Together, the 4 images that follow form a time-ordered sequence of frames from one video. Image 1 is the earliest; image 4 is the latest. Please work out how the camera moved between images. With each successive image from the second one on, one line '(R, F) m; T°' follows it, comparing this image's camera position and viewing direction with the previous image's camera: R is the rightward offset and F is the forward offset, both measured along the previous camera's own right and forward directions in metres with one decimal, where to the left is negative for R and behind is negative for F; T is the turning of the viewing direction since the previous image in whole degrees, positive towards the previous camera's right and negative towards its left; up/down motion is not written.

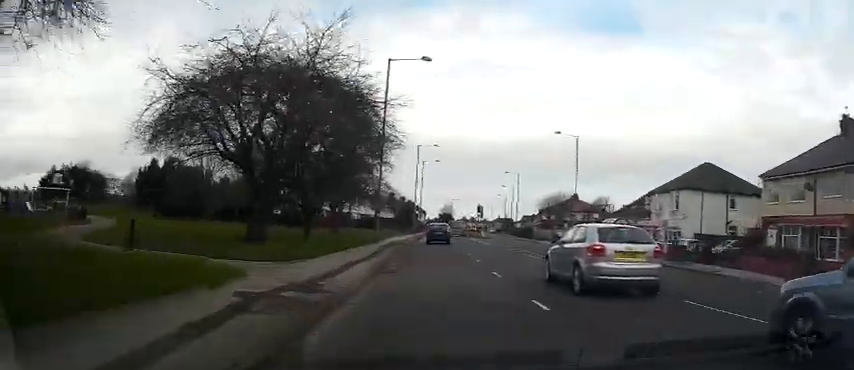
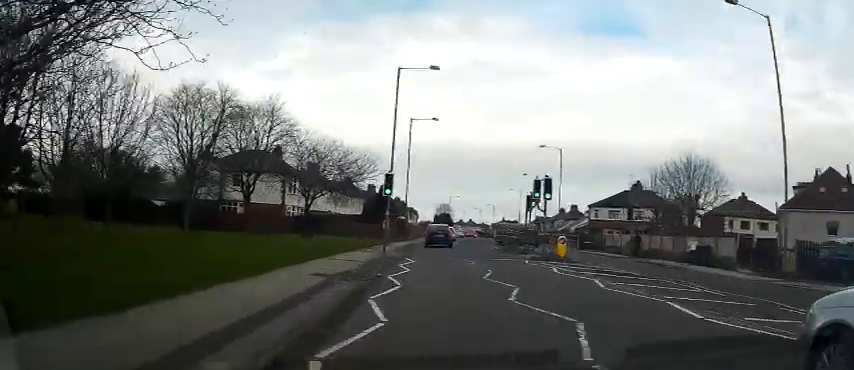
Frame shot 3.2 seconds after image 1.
(+0.2, +36.9) m; -1°
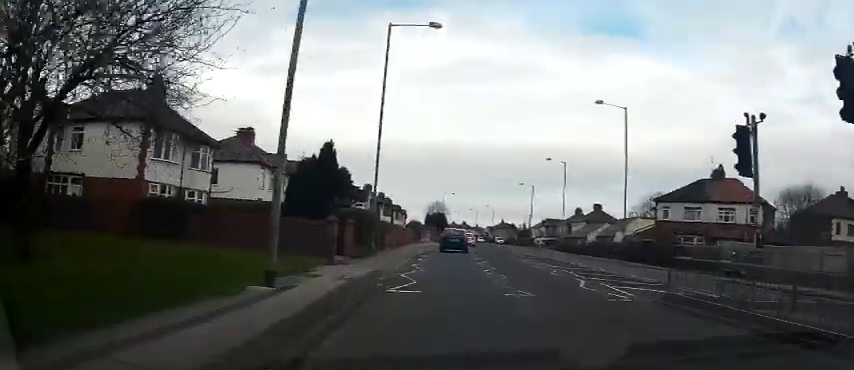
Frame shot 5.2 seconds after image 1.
(0.0, +24.7) m; +3°
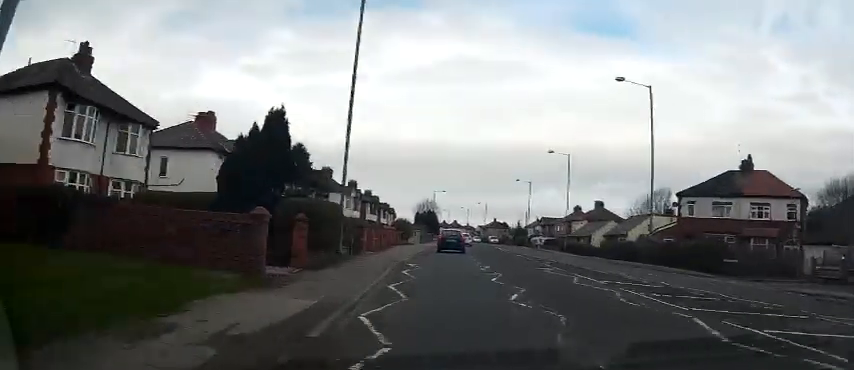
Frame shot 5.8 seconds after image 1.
(+0.5, +7.2) m; +2°
